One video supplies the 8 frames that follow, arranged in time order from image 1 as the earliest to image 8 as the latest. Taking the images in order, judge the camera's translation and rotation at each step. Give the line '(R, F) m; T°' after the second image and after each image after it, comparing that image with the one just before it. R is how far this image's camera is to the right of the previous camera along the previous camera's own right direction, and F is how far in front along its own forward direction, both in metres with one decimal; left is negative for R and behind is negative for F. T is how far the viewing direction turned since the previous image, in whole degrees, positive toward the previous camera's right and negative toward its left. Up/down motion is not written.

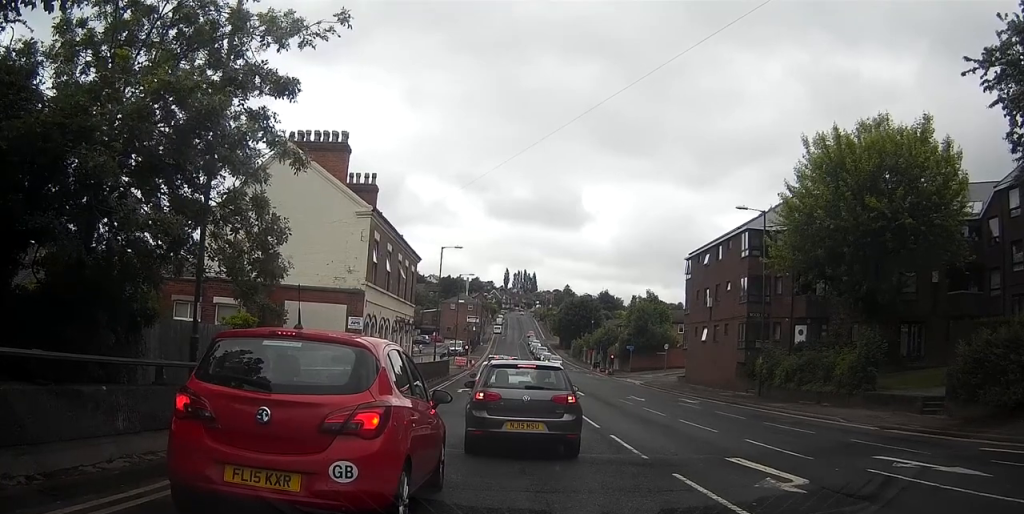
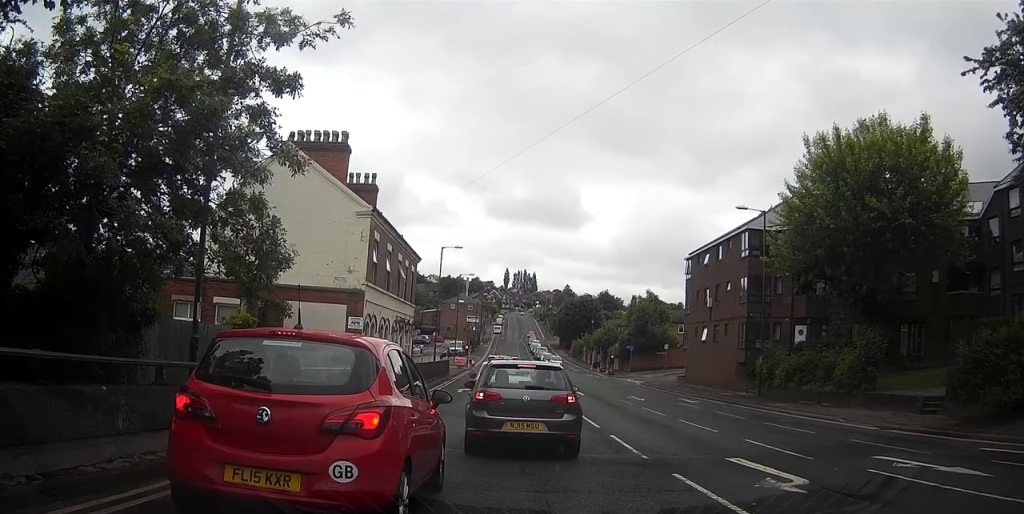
(0.0, 0.0) m; 0°
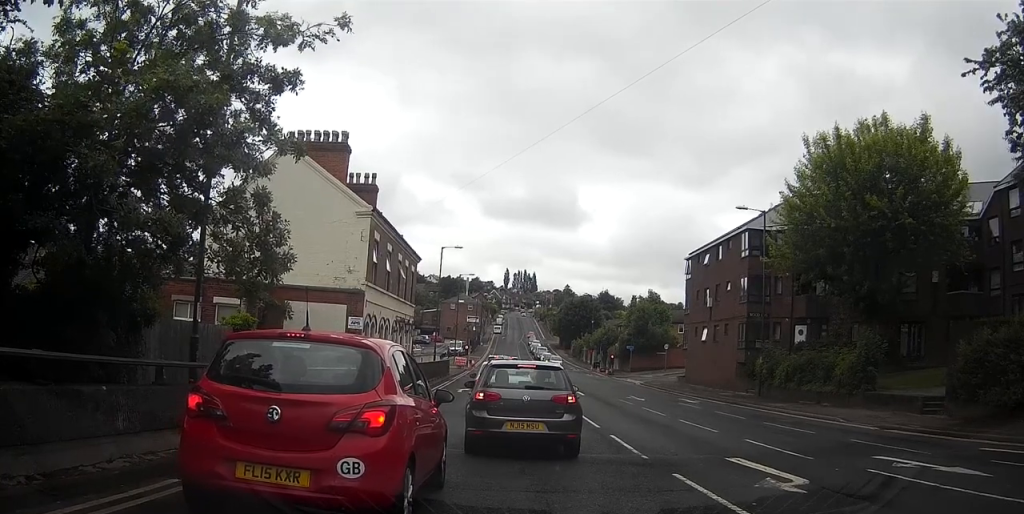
(0.0, 0.0) m; 0°
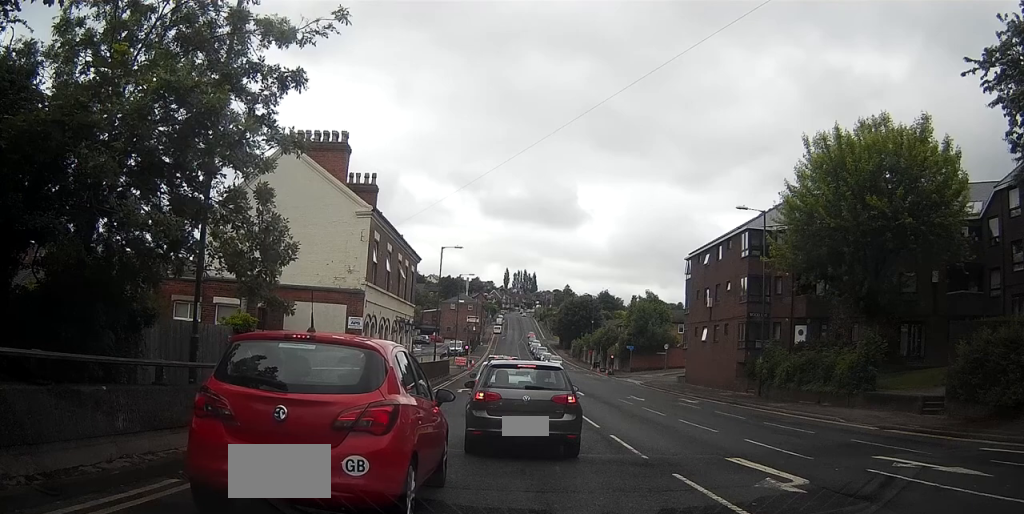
(0.0, 0.0) m; 0°
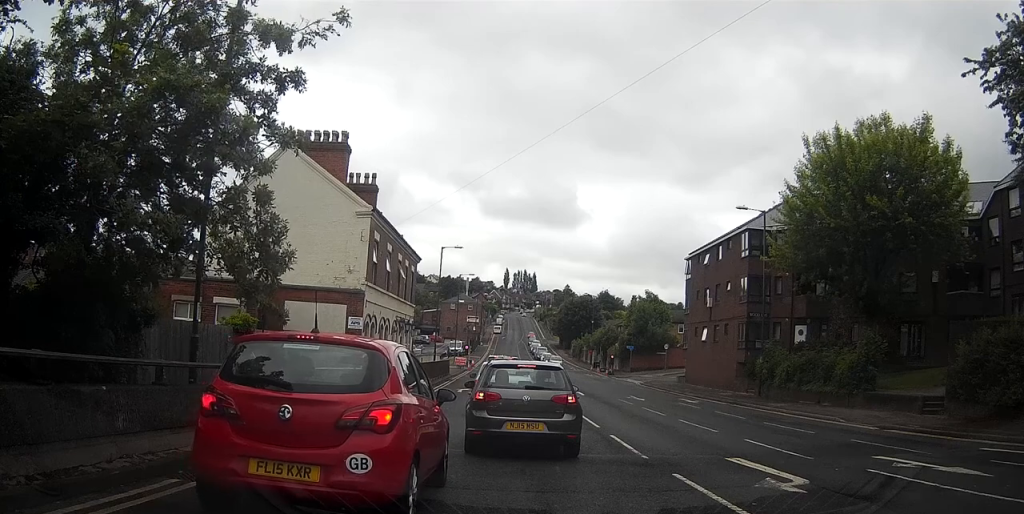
(0.0, 0.0) m; 0°
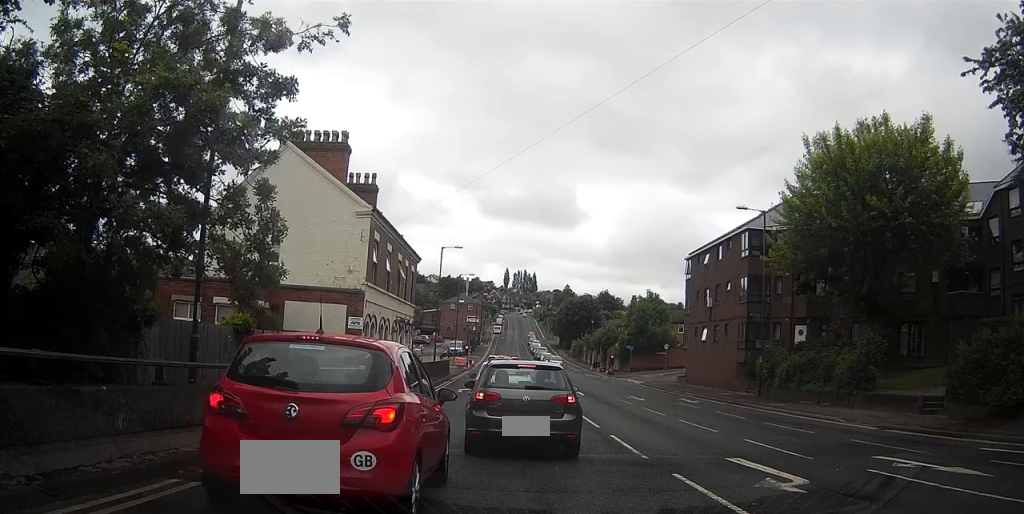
(0.0, 0.0) m; 0°
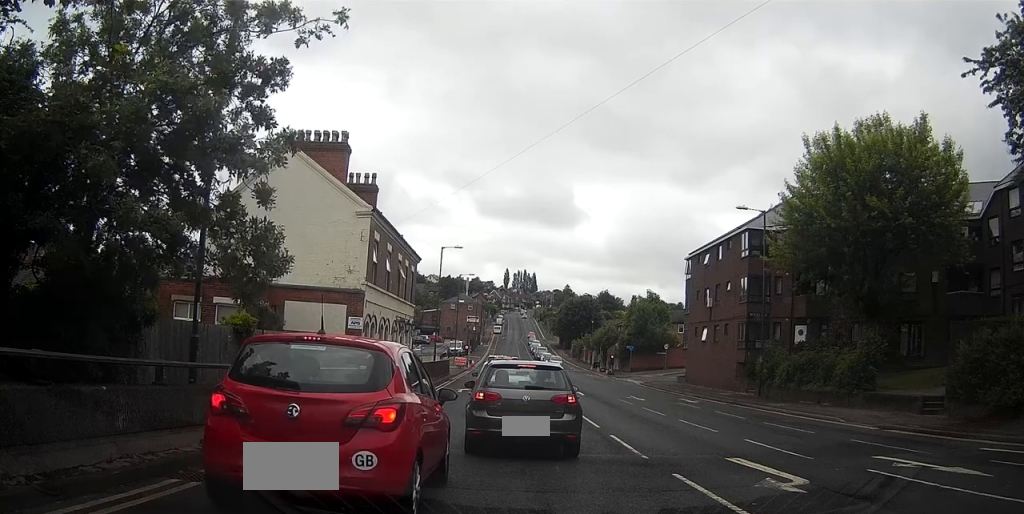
(0.0, 0.0) m; 0°
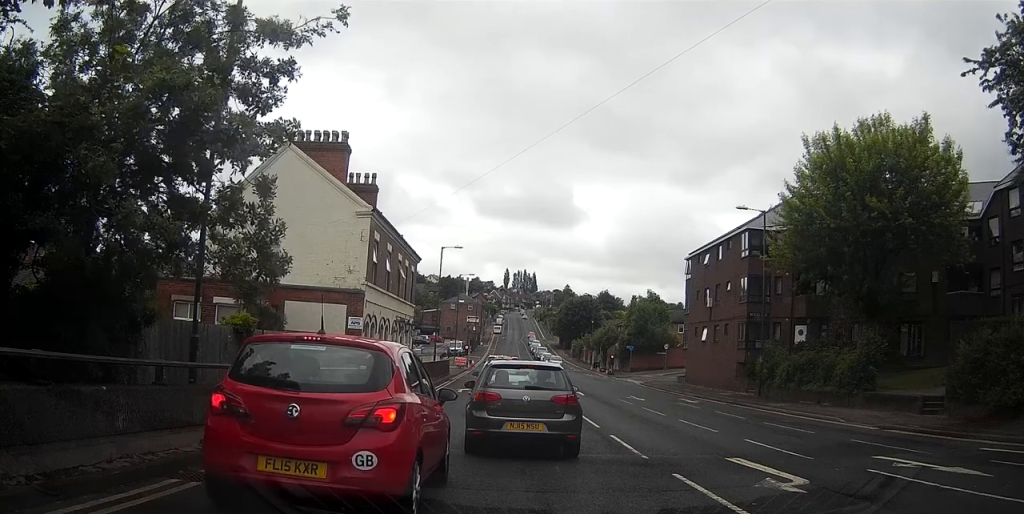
(0.0, 0.0) m; 0°
